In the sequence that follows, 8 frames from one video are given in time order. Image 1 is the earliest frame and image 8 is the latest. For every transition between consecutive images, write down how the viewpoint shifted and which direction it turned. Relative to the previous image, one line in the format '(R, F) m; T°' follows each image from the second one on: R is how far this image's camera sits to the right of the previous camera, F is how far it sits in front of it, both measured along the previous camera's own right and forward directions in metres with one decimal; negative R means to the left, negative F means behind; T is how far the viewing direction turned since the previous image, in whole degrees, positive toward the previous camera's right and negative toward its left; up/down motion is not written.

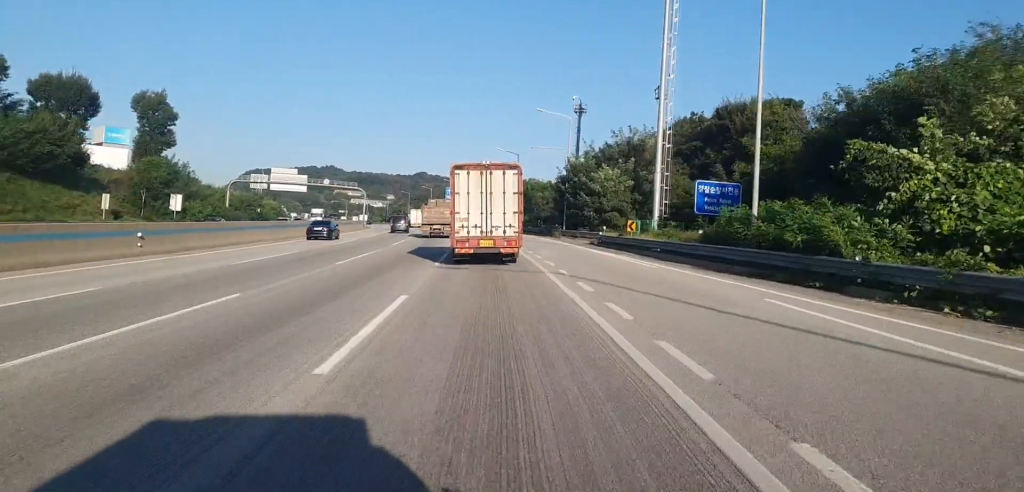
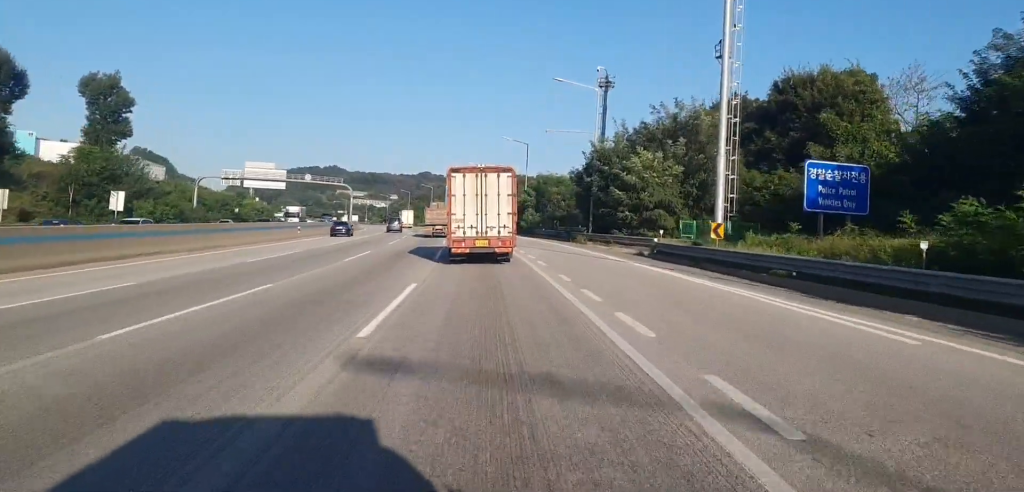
(-0.1, +17.0) m; -1°
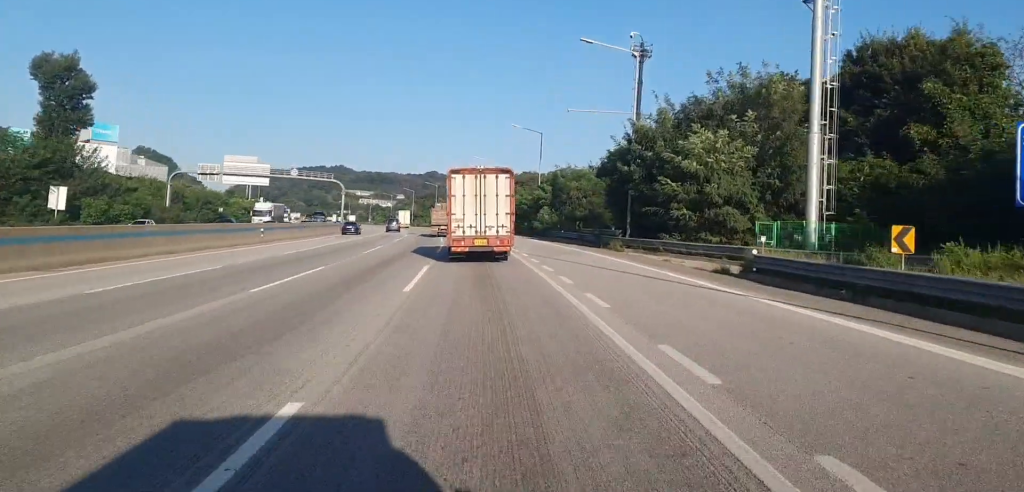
(-0.2, +13.1) m; -1°
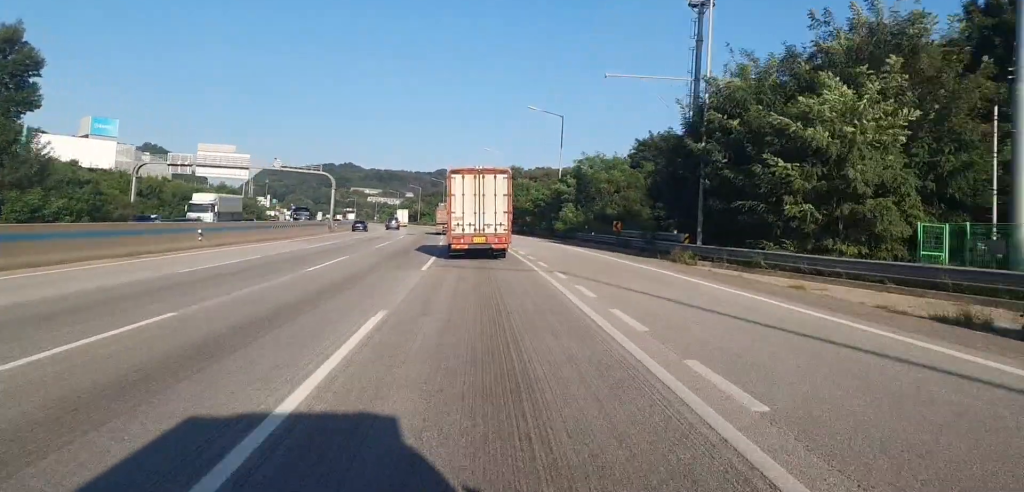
(-0.1, +13.7) m; -1°
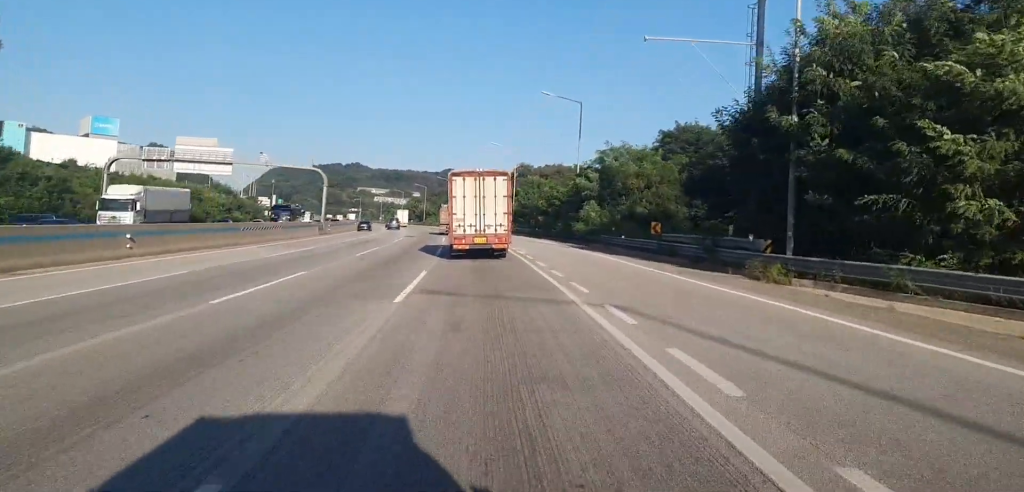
(0.0, +9.1) m; -1°
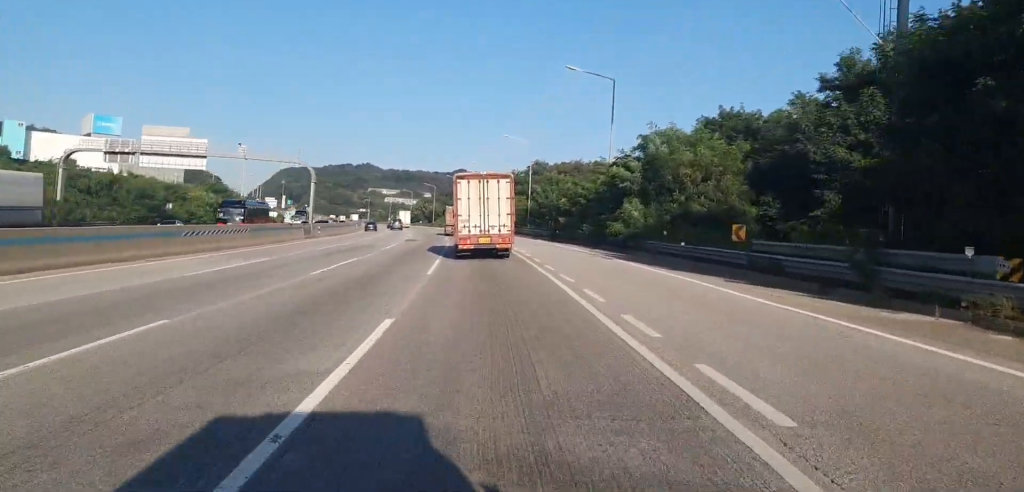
(-0.1, +11.4) m; -1°
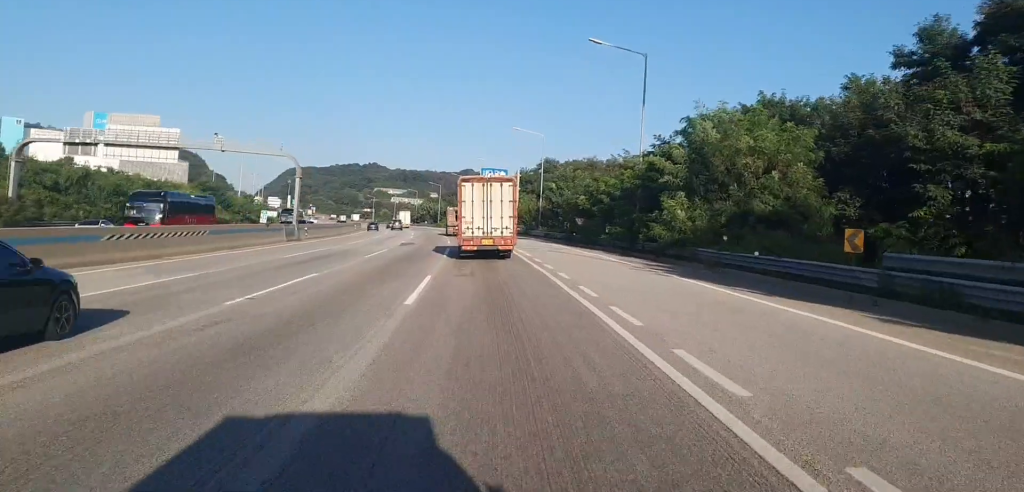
(-0.2, +8.5) m; -1°
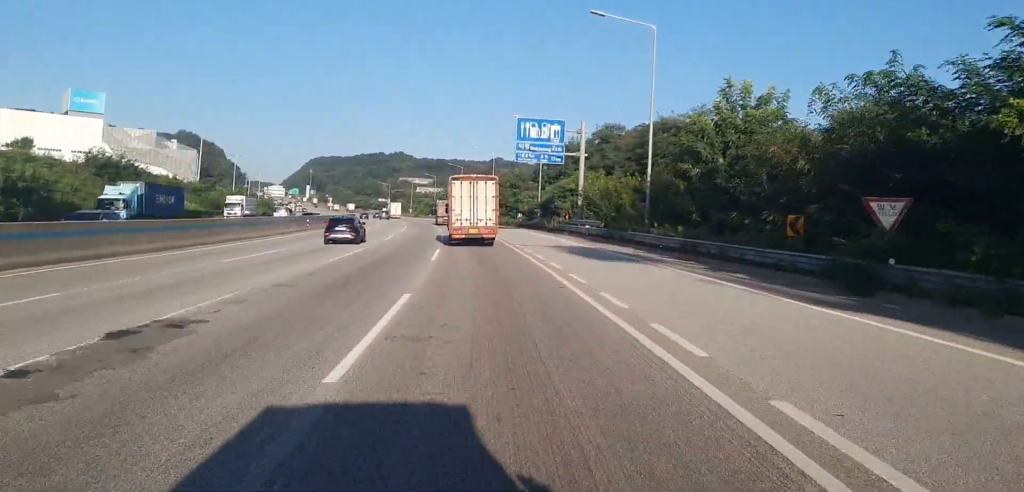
(-0.3, +48.3) m; -2°
